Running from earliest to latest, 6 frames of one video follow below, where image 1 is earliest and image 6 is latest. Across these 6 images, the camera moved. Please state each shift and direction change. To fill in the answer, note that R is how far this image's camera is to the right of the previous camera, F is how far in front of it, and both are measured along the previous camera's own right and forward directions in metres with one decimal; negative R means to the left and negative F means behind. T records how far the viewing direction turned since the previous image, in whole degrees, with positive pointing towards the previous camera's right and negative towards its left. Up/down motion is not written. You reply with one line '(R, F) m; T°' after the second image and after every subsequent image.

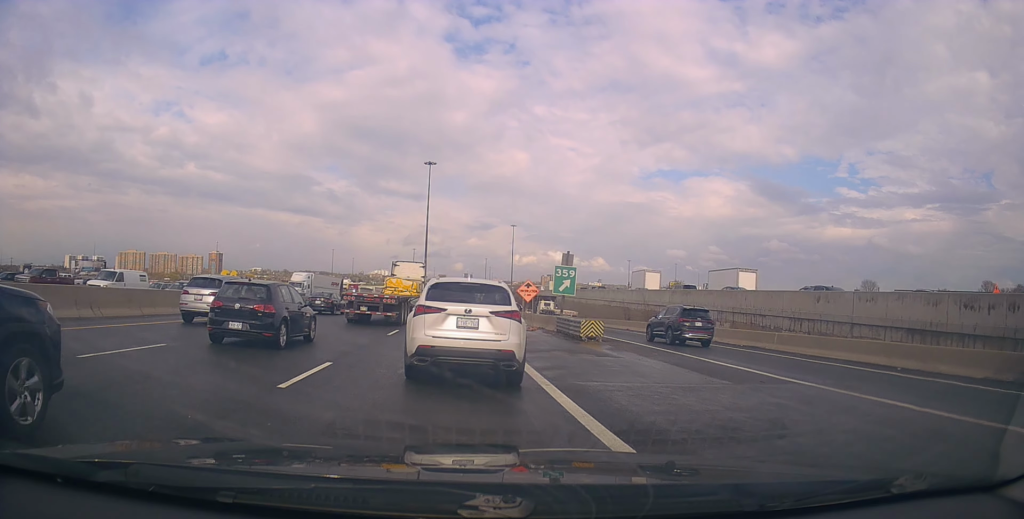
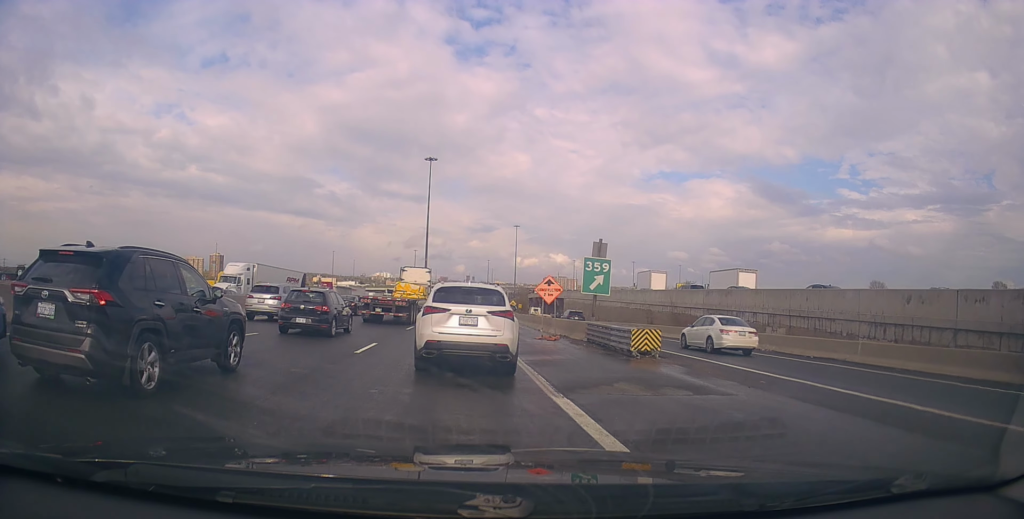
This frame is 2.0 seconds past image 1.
(-0.6, +6.9) m; -1°
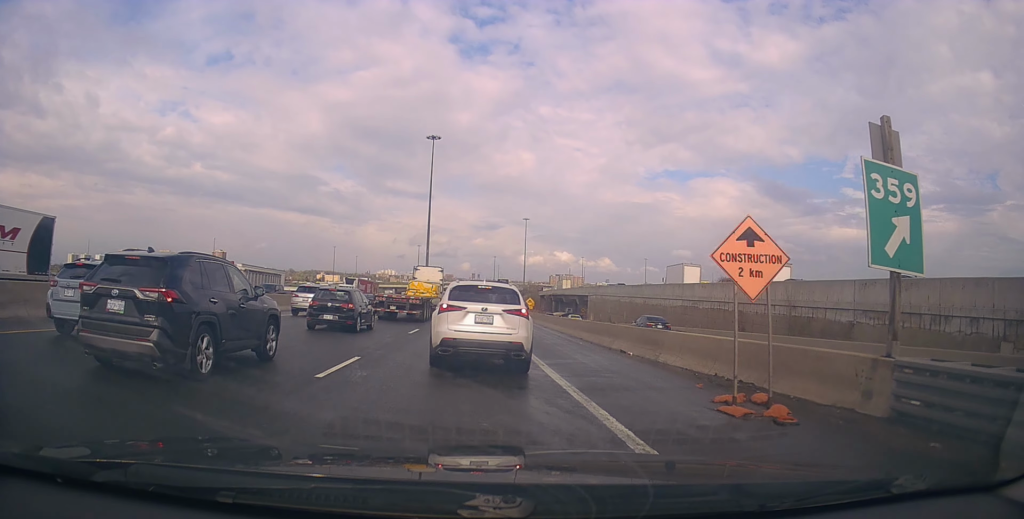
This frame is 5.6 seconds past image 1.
(+1.4, +16.9) m; +2°
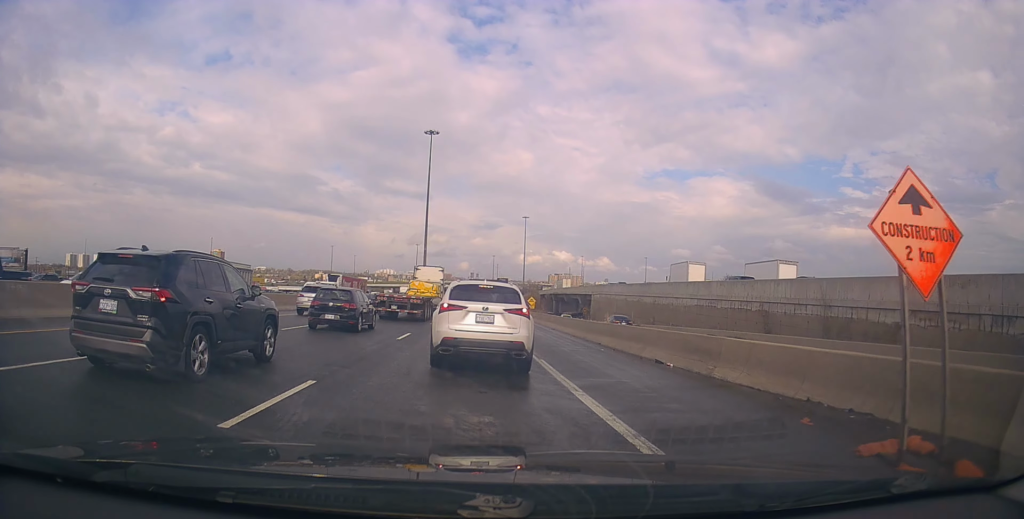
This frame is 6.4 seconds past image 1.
(0.0, +3.6) m; -1°
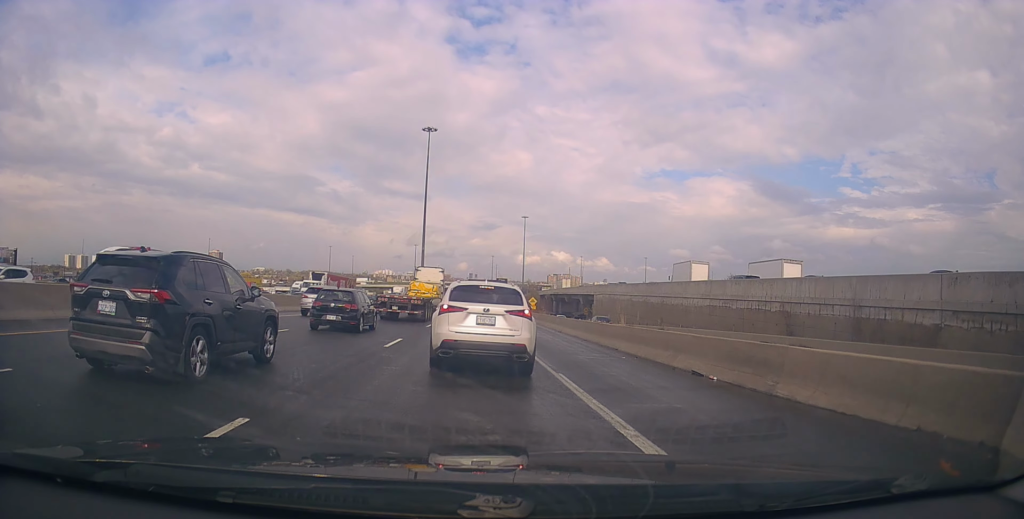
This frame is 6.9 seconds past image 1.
(0.0, +2.5) m; -1°
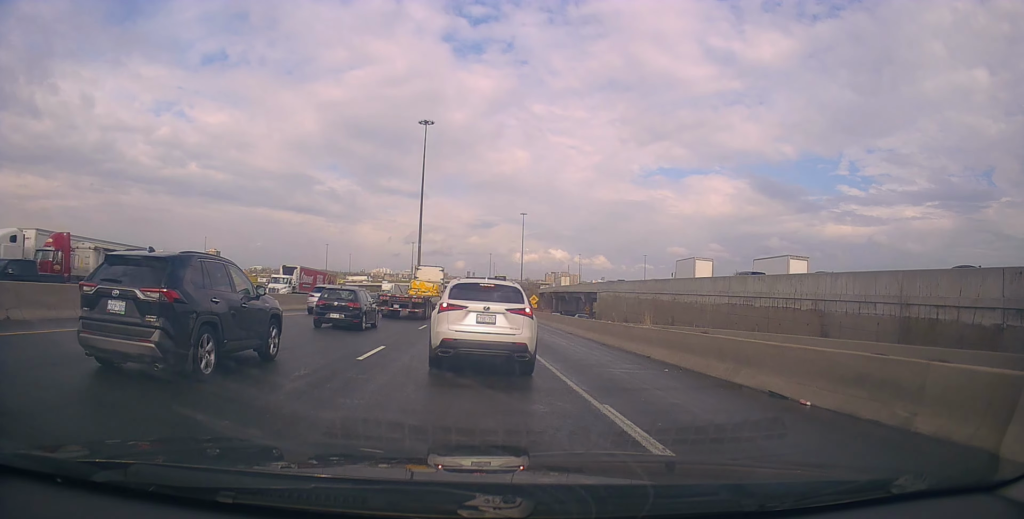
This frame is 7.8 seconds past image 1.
(-0.1, +3.7) m; -1°
